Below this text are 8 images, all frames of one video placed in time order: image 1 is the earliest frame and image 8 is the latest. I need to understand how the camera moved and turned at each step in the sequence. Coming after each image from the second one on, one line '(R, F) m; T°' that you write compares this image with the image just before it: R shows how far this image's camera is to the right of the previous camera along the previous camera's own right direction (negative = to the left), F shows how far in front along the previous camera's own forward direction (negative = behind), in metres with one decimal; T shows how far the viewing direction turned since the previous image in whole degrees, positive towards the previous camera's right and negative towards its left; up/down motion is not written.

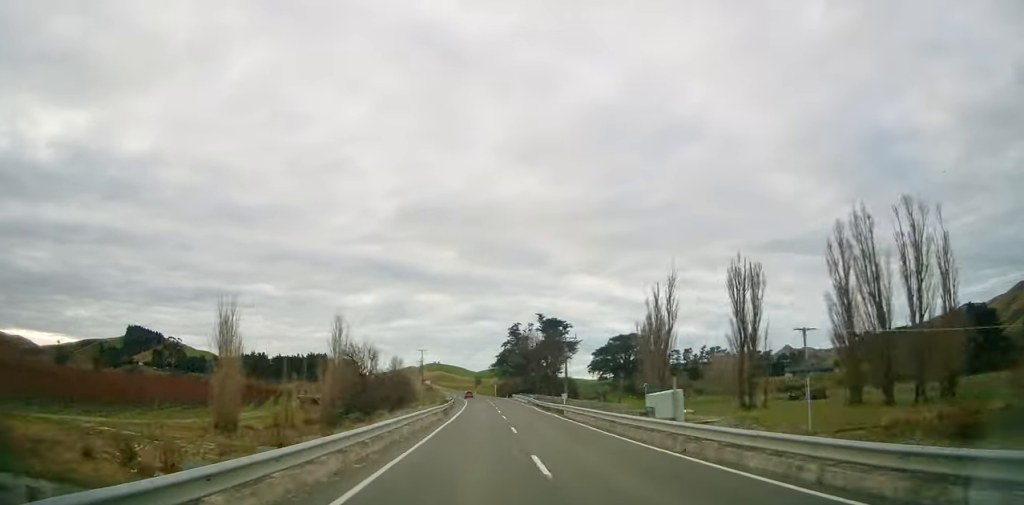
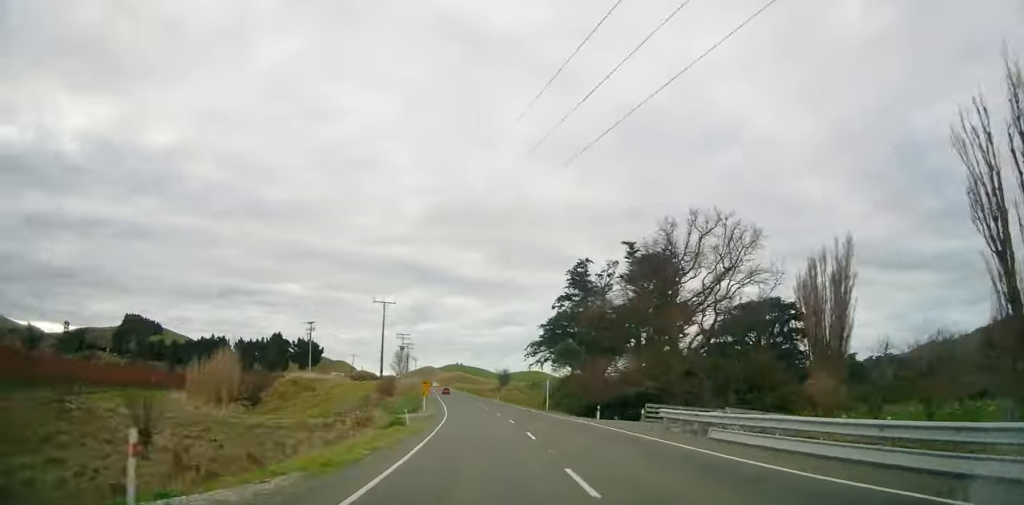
(-3.1, +83.5) m; -3°
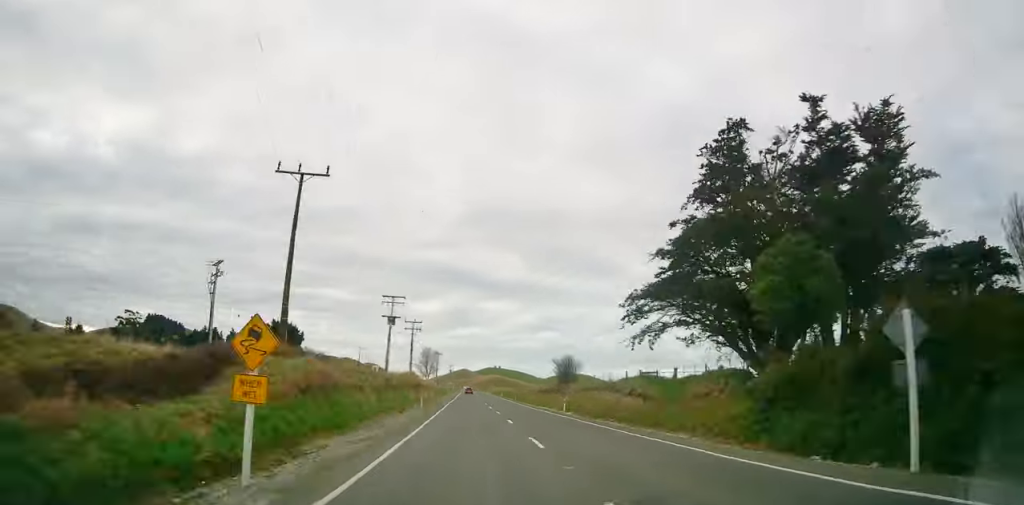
(-0.3, +43.4) m; -2°
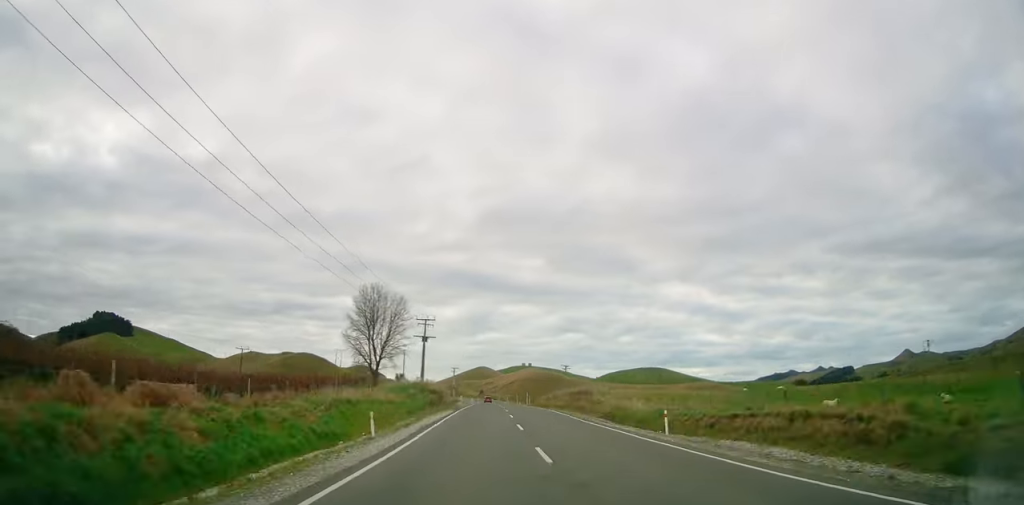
(-5.6, +169.5) m; -2°
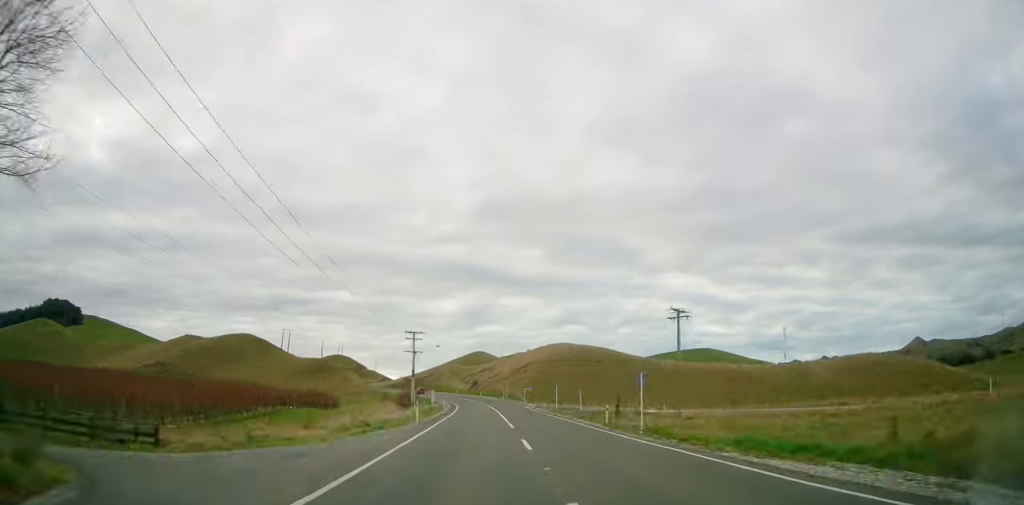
(-0.2, +89.2) m; -4°
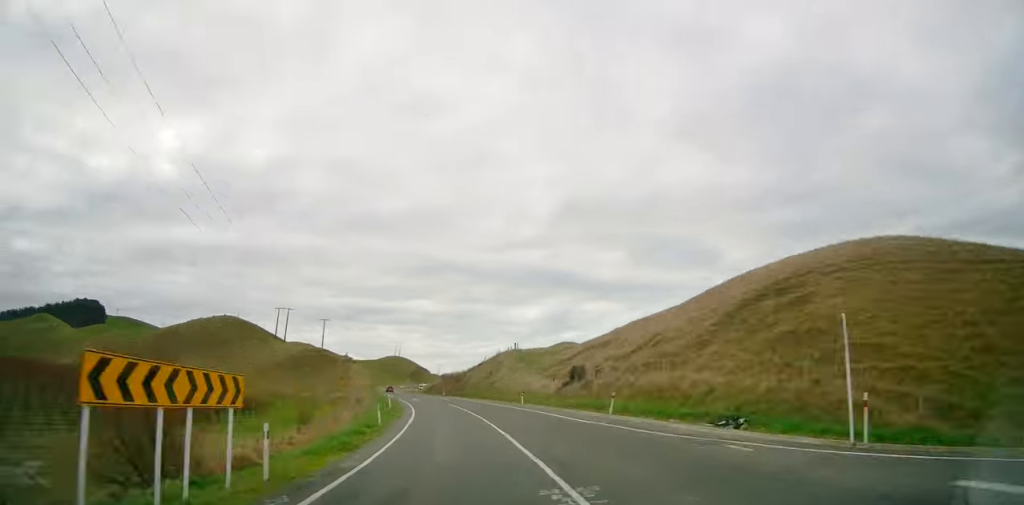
(-5.7, +84.8) m; -8°
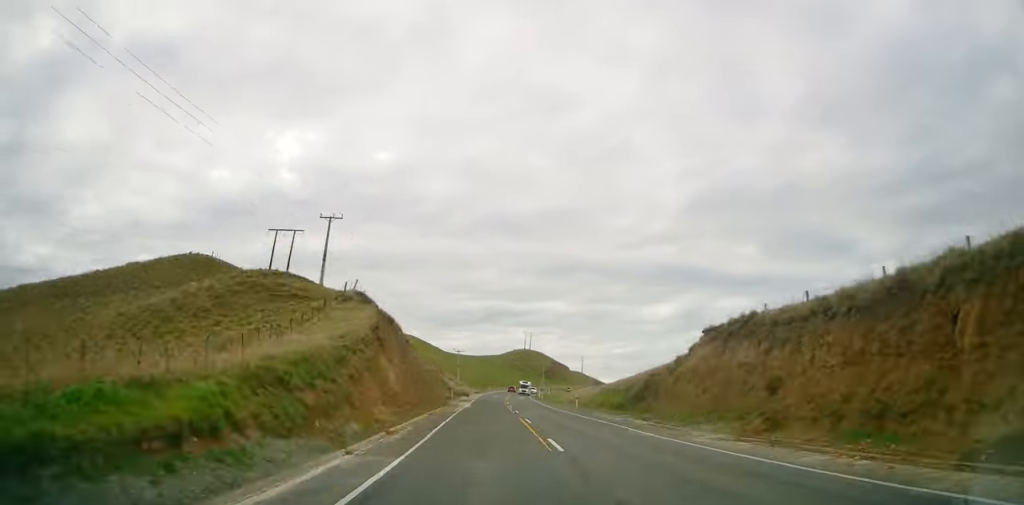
(-8.4, +93.8) m; -5°
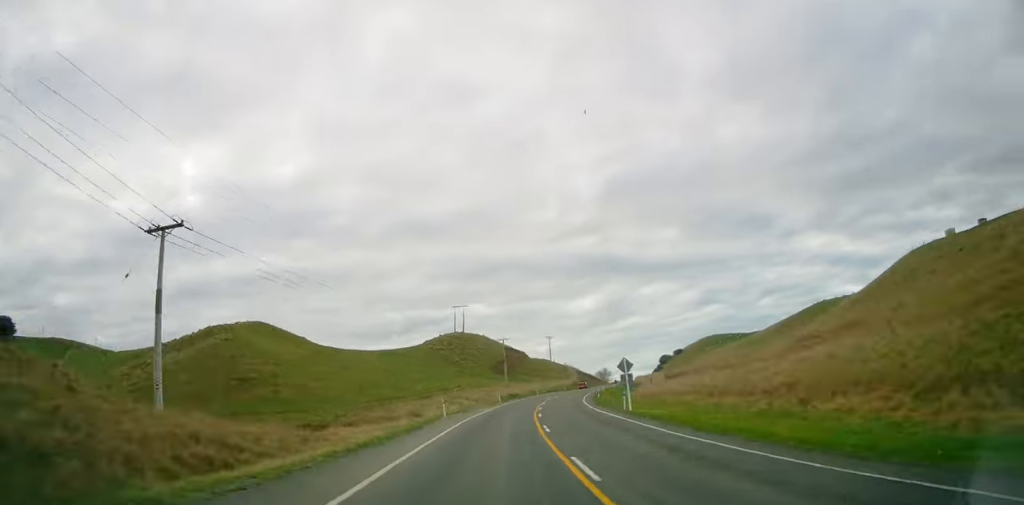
(+1.8, +122.0) m; +8°
